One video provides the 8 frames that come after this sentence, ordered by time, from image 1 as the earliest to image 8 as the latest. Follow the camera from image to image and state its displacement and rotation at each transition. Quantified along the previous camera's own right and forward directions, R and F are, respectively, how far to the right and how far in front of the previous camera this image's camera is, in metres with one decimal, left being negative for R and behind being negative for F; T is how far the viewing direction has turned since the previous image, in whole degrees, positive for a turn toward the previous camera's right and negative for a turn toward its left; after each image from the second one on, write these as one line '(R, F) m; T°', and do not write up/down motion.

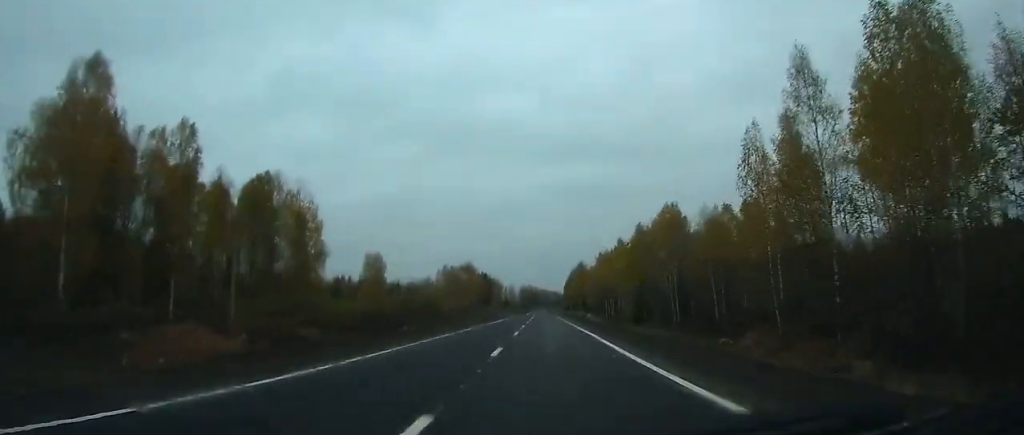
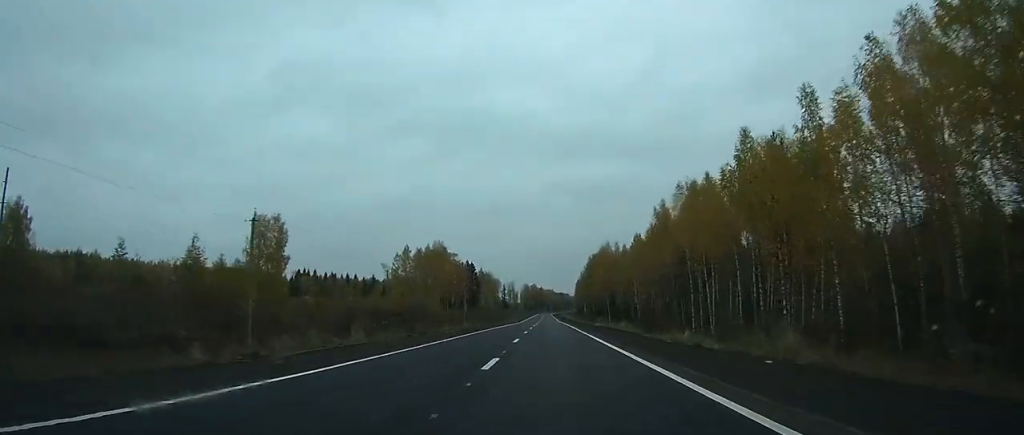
(0.0, +88.0) m; 0°
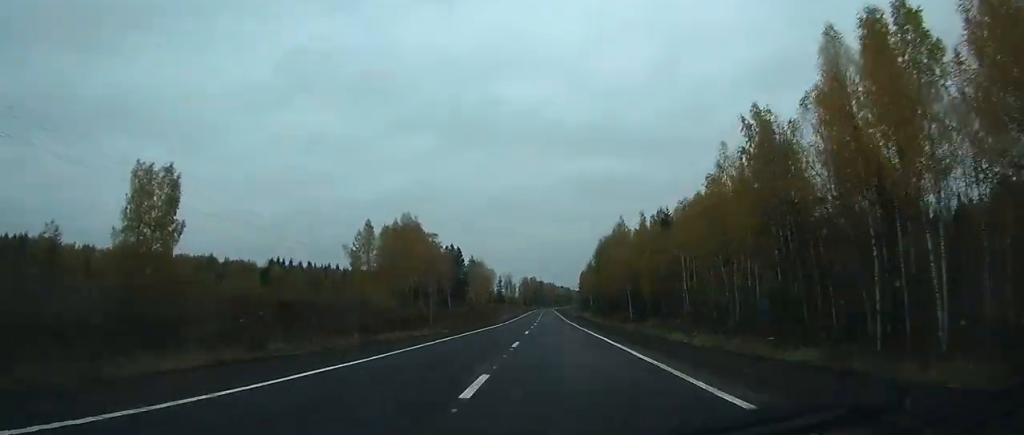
(-0.1, +38.7) m; 0°
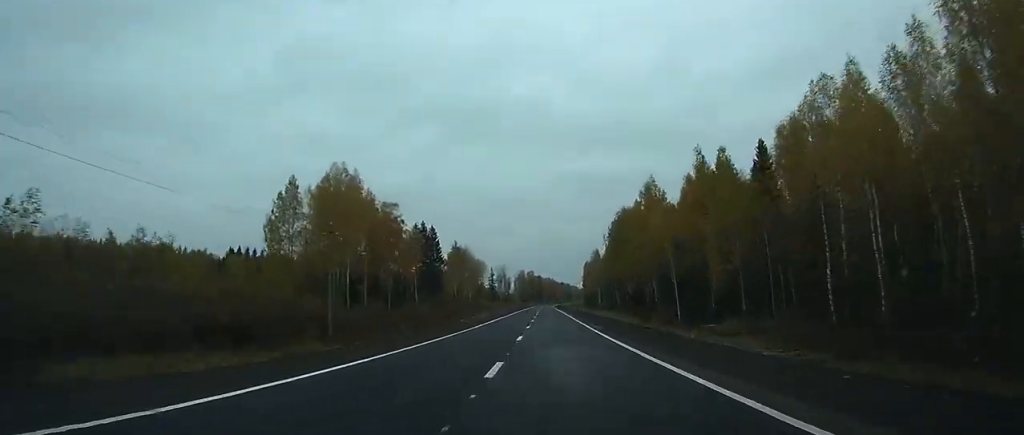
(0.0, +43.4) m; 0°
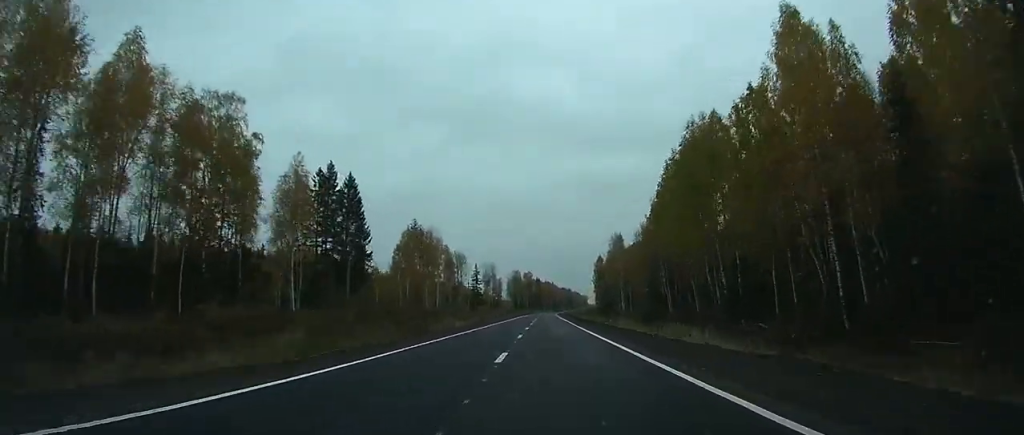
(+0.1, +68.9) m; 0°
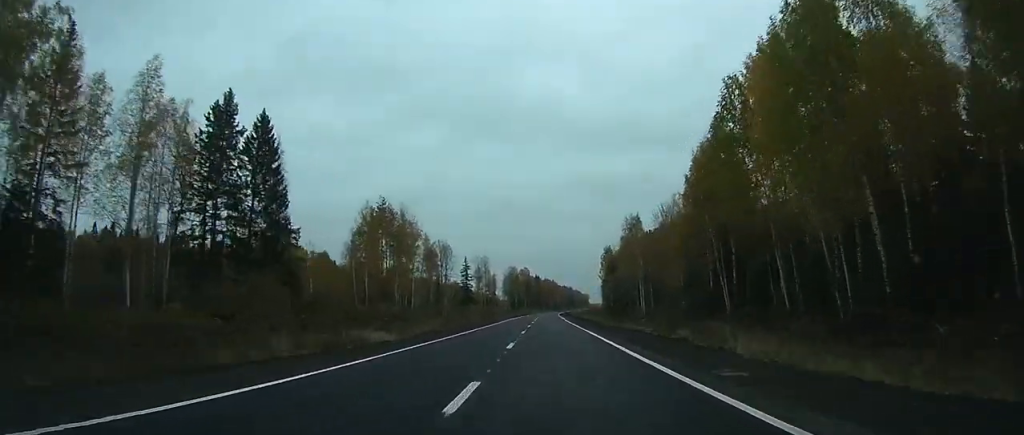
(0.0, +31.9) m; 0°
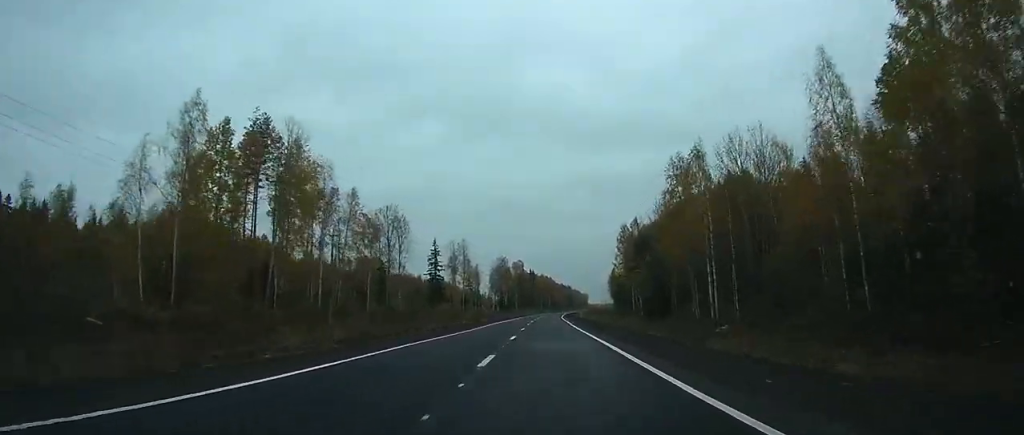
(+0.1, +55.5) m; 0°
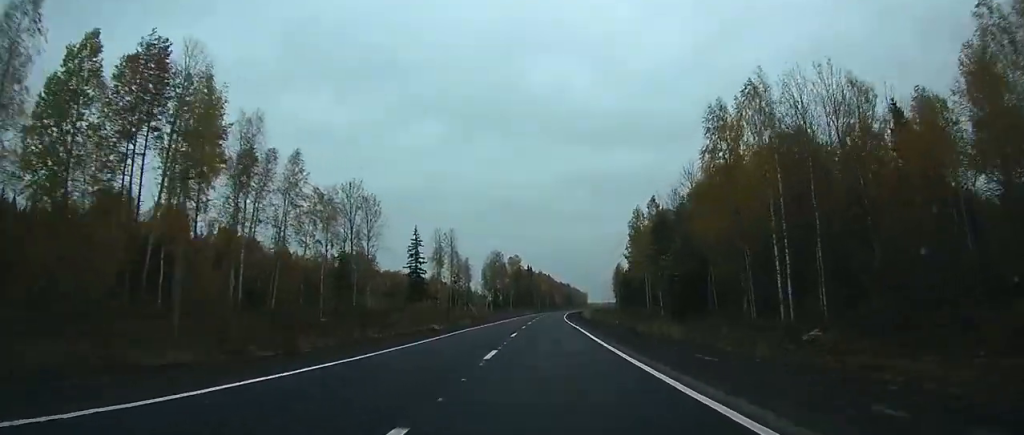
(-0.1, +21.7) m; 0°
